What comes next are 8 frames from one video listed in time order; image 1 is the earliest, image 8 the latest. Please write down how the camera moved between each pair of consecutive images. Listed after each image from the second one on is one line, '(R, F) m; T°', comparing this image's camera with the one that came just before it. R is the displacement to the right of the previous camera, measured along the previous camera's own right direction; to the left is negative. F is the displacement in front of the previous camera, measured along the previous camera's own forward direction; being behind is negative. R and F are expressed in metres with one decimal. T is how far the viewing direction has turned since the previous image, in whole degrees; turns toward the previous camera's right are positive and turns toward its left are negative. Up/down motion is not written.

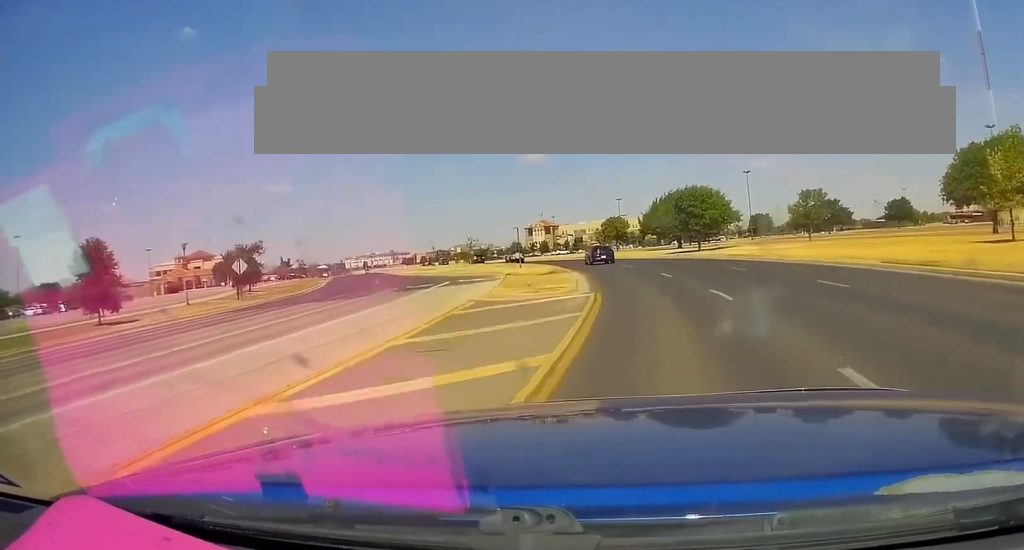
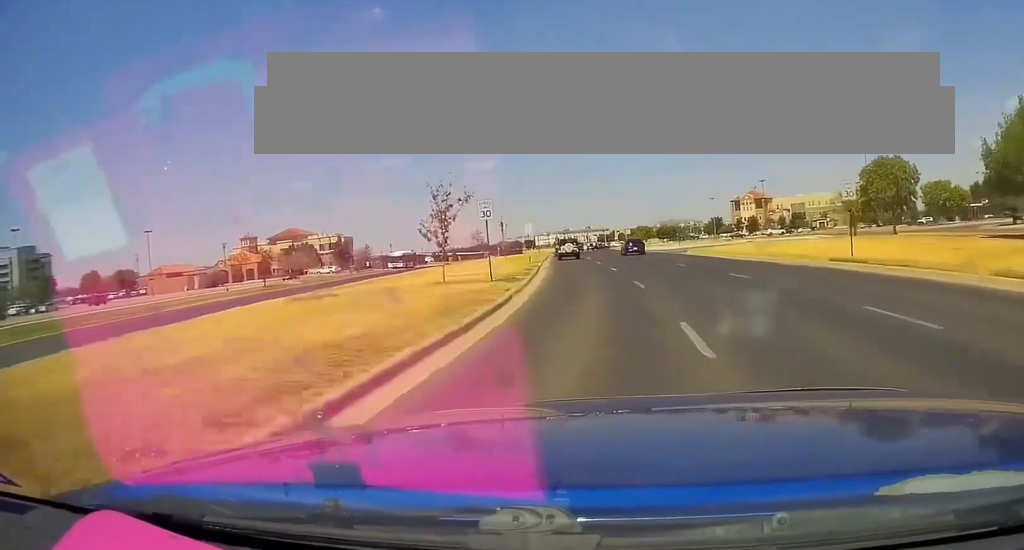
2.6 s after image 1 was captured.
(-9.2, +65.8) m; -16°
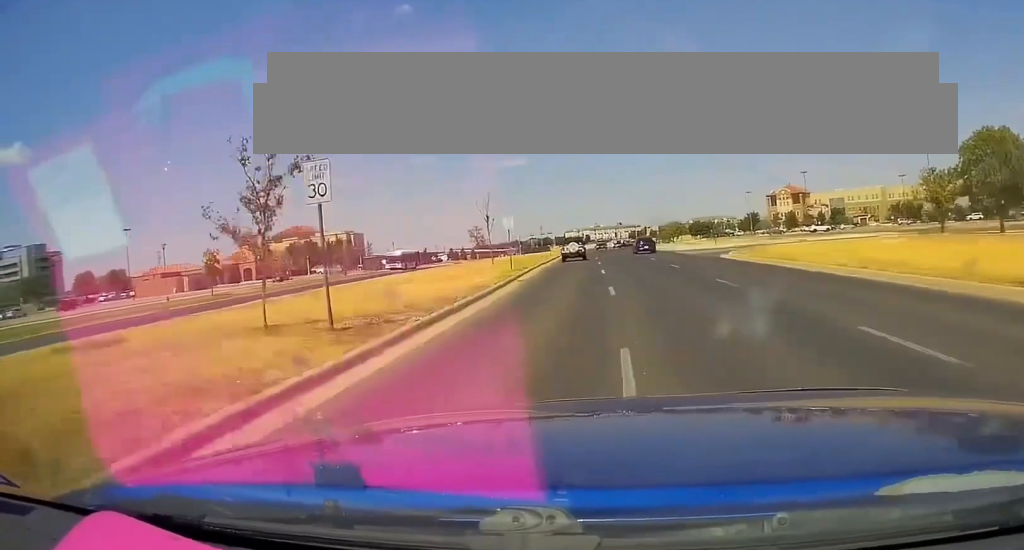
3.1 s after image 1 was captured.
(-0.5, +14.2) m; -3°
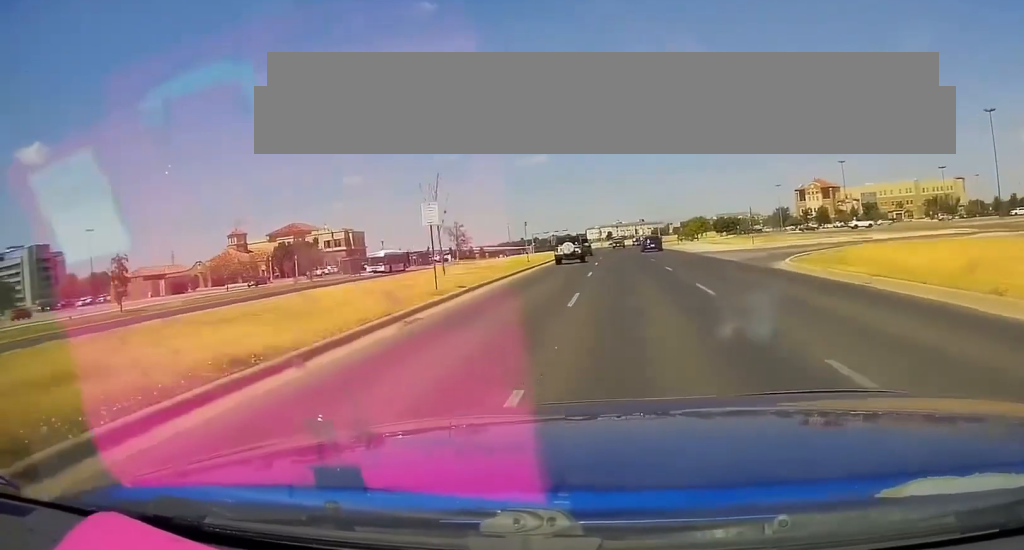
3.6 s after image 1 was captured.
(-0.1, +14.3) m; -3°
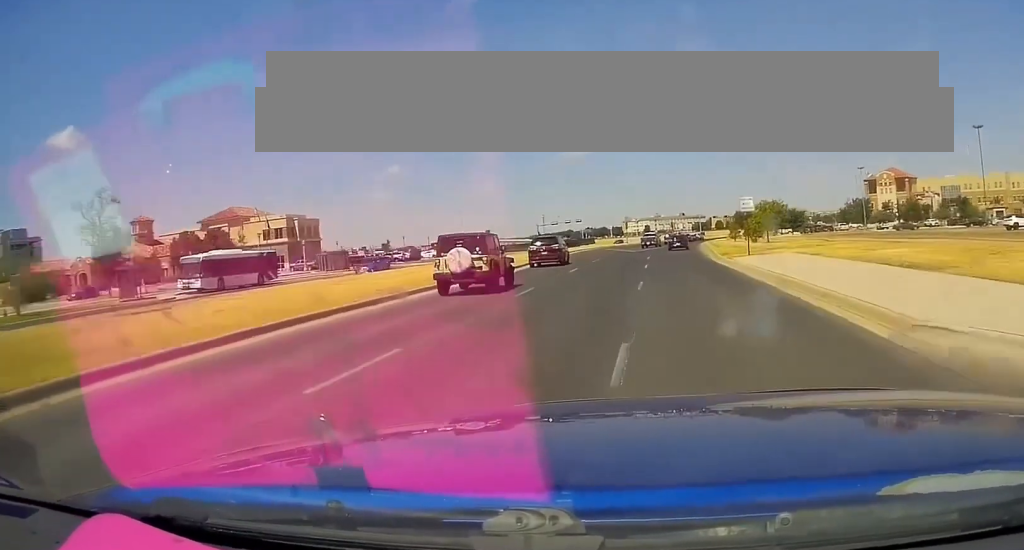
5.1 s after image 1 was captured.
(-3.1, +45.8) m; -5°
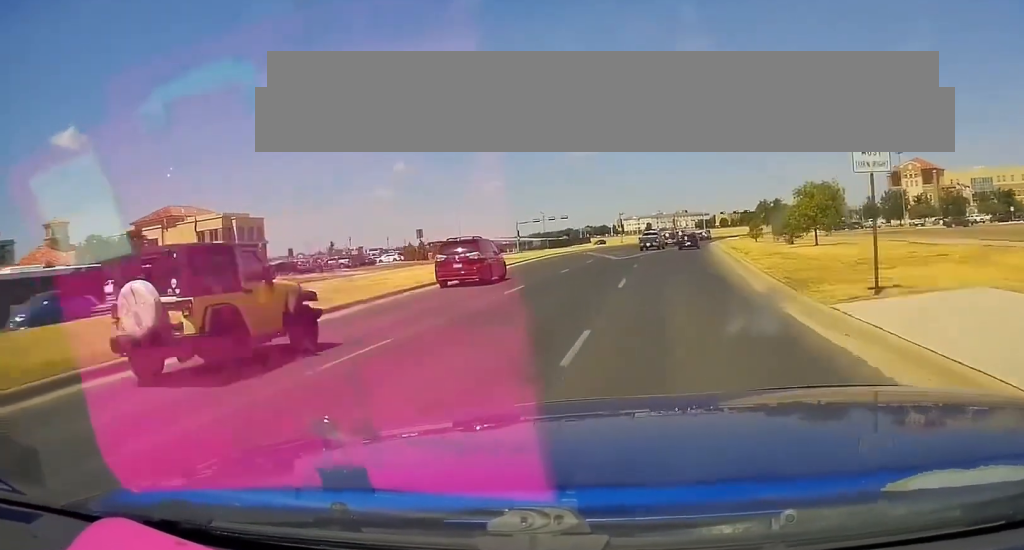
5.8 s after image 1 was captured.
(-0.2, +22.8) m; -1°
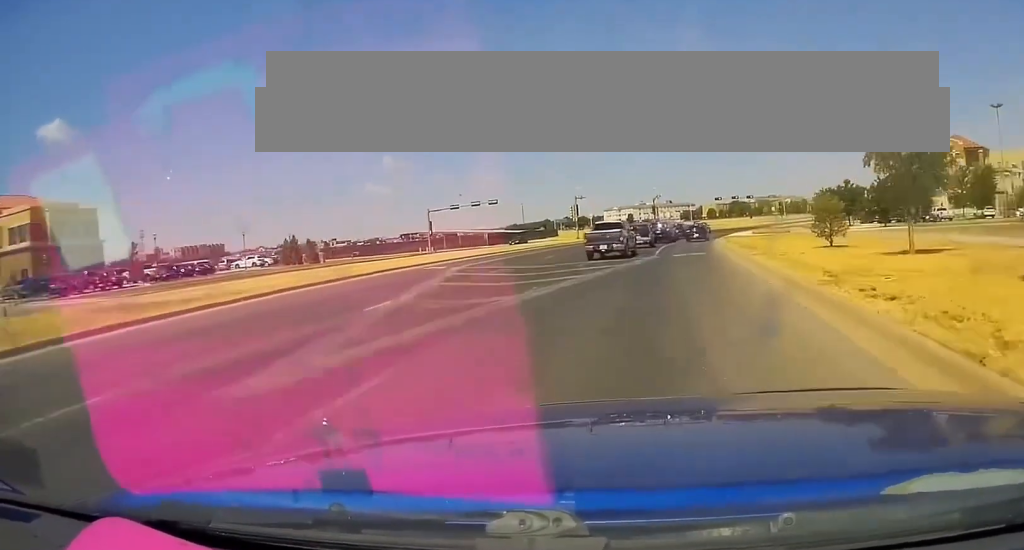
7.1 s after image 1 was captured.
(-0.5, +41.2) m; 0°
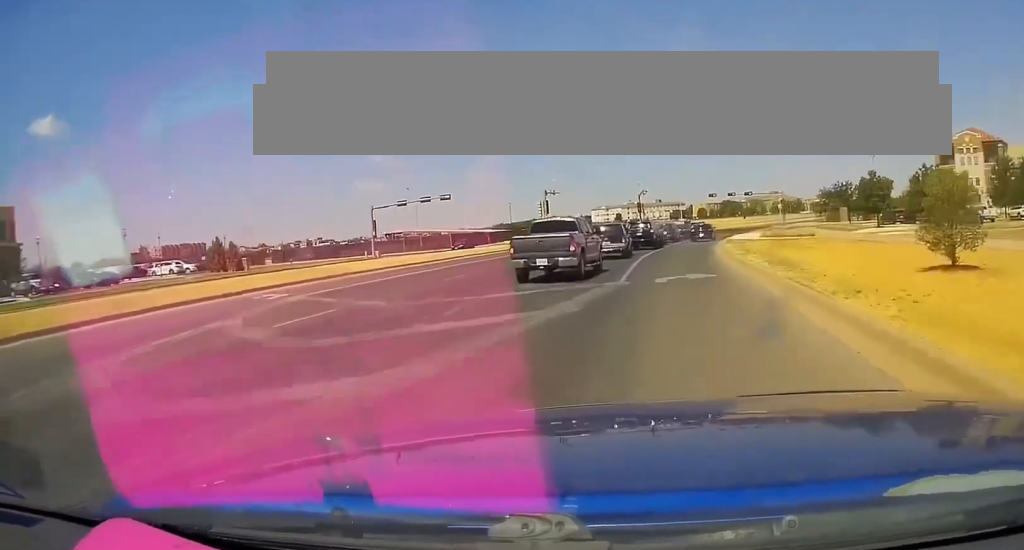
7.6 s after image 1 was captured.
(-0.1, +15.9) m; +1°
